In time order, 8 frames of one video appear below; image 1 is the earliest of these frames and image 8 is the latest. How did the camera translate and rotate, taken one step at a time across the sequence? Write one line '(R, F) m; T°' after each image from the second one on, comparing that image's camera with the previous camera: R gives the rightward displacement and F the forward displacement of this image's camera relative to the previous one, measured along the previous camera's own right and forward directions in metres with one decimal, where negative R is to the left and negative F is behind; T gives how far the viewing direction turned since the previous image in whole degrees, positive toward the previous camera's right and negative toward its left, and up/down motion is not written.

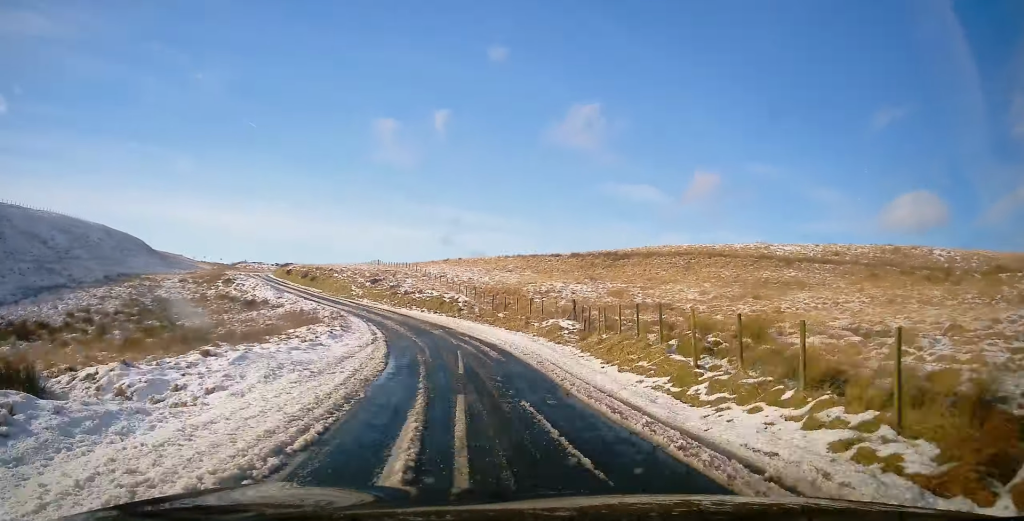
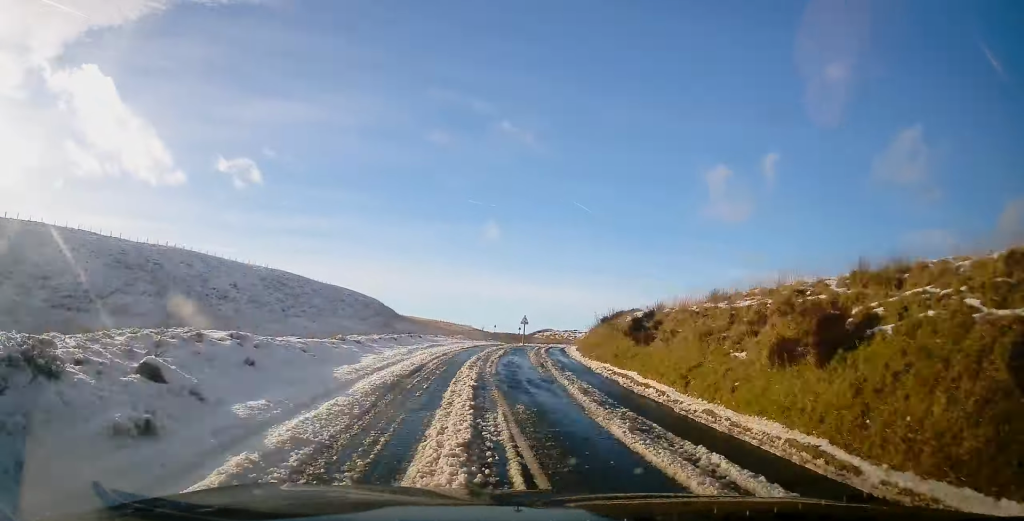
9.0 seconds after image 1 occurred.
(-12.6, +67.0) m; -9°
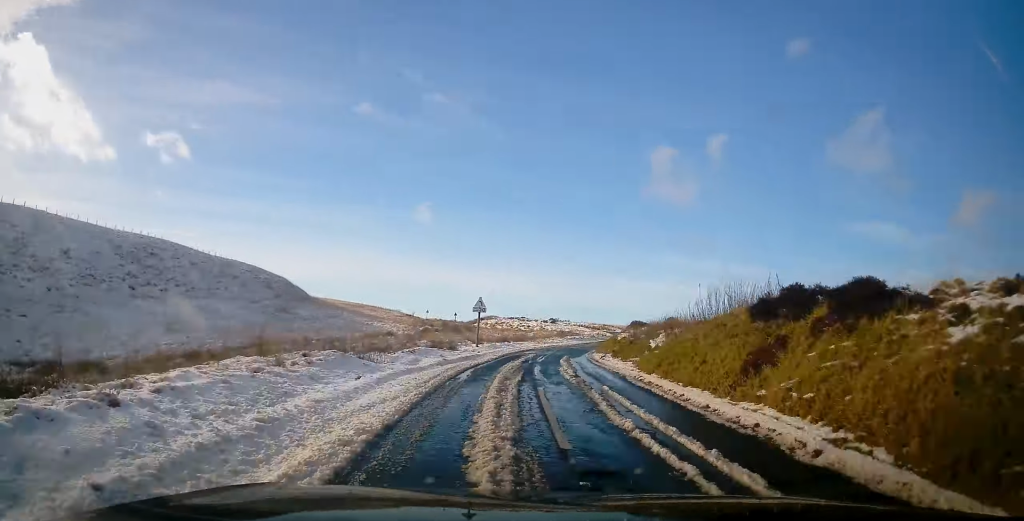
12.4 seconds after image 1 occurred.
(-0.2, +25.8) m; +7°
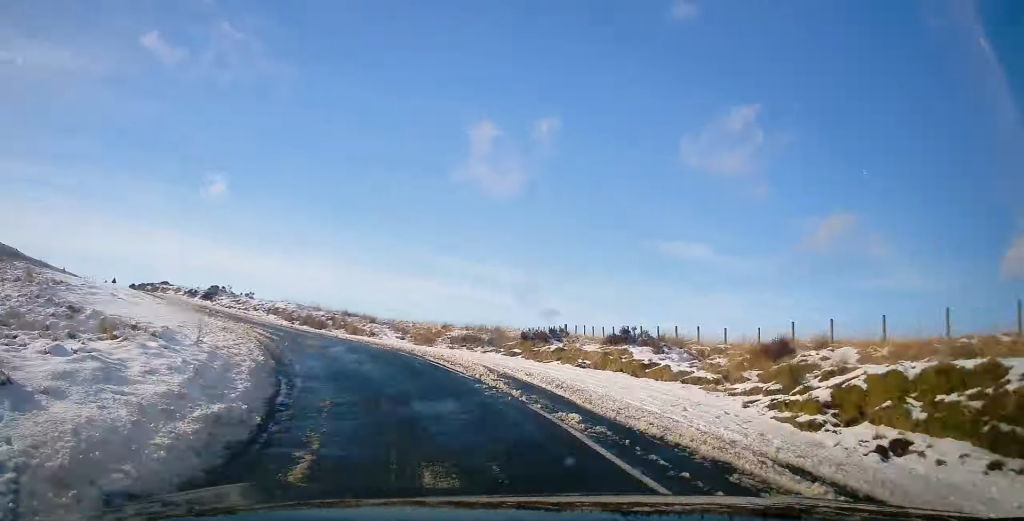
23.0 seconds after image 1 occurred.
(+3.7, +74.3) m; -13°
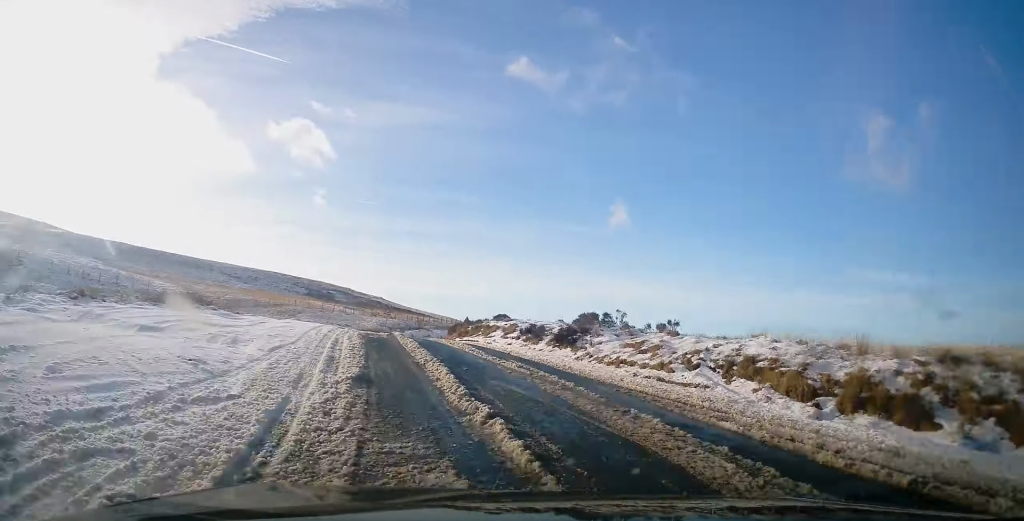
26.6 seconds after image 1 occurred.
(-2.0, +23.2) m; -11°
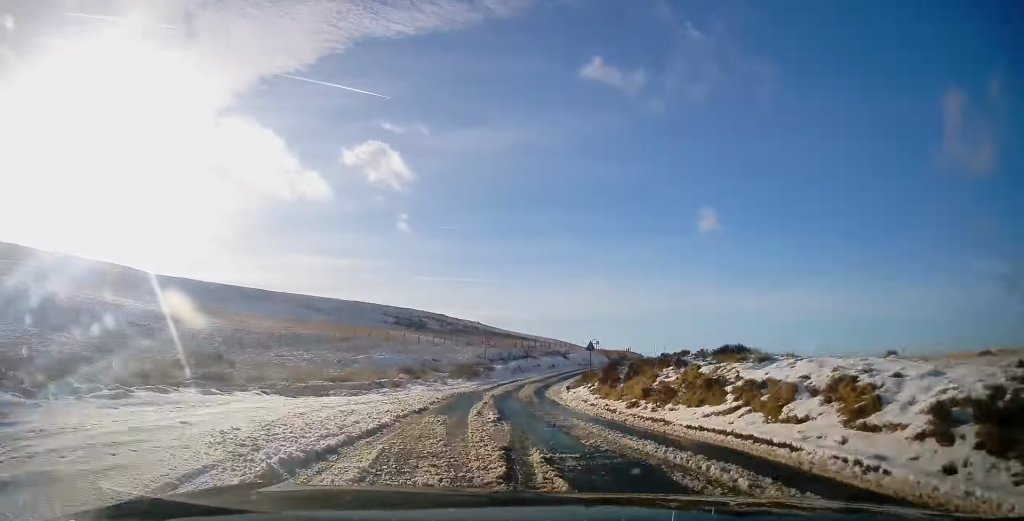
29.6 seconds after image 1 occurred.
(-3.8, +18.8) m; -5°
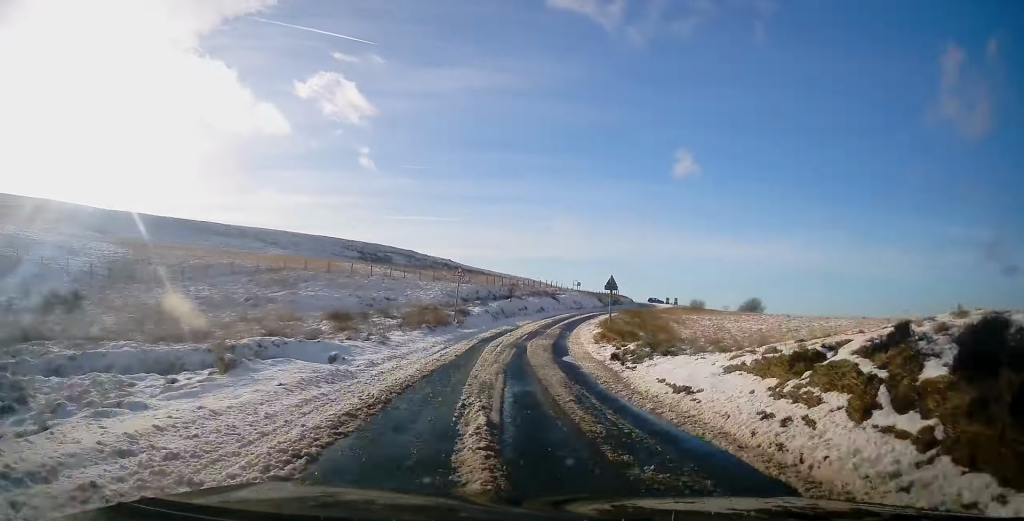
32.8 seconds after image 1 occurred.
(-1.2, +20.4) m; 0°
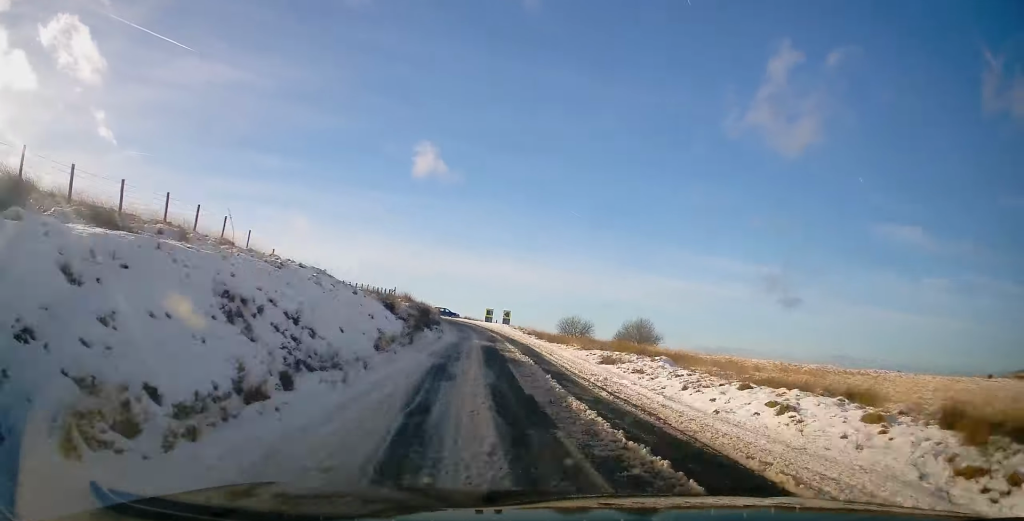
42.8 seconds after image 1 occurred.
(+9.7, +62.0) m; +16°
